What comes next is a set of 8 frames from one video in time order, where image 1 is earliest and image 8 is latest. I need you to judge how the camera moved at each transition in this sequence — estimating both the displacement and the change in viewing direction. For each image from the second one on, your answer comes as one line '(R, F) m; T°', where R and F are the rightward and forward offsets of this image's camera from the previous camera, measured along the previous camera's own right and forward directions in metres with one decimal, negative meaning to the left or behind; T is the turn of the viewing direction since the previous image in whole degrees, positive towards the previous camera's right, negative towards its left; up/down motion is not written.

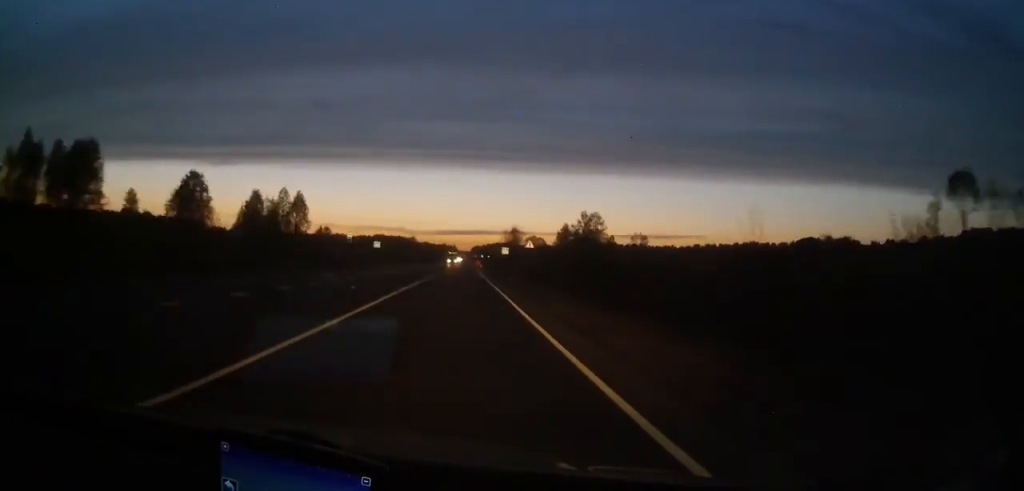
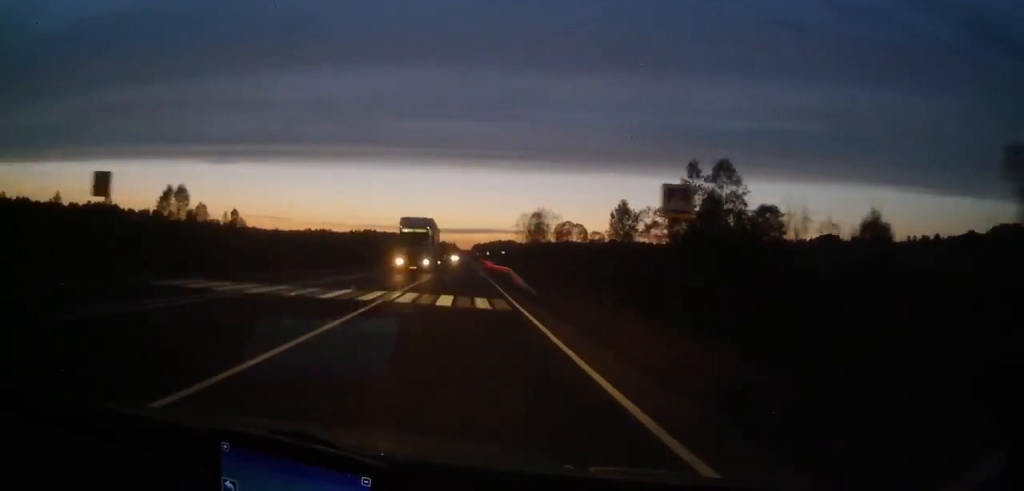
(+0.1, +73.8) m; 0°
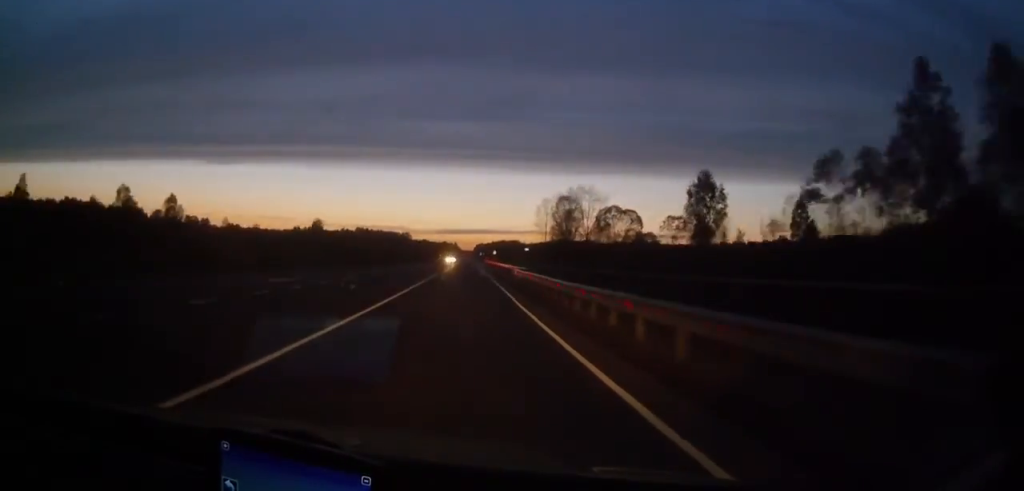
(-0.3, +44.4) m; 0°
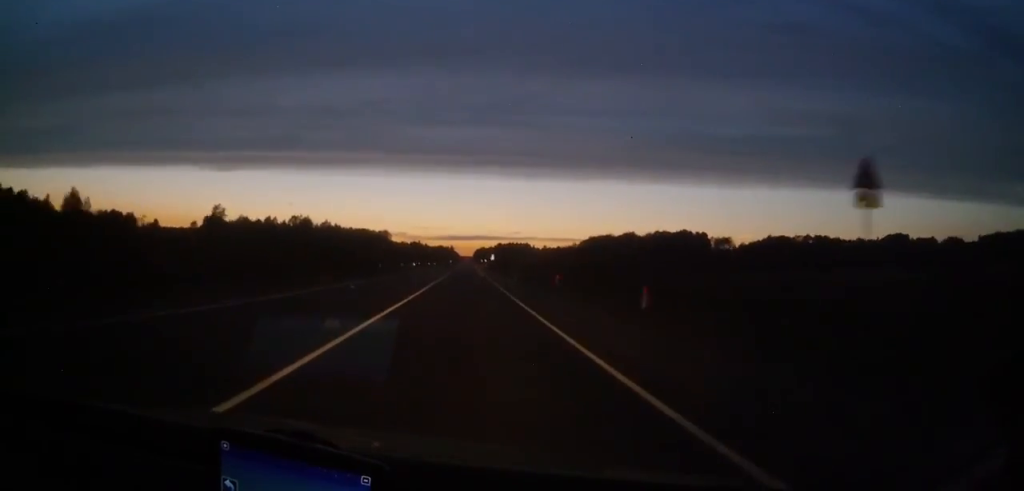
(-0.2, +187.4) m; 0°
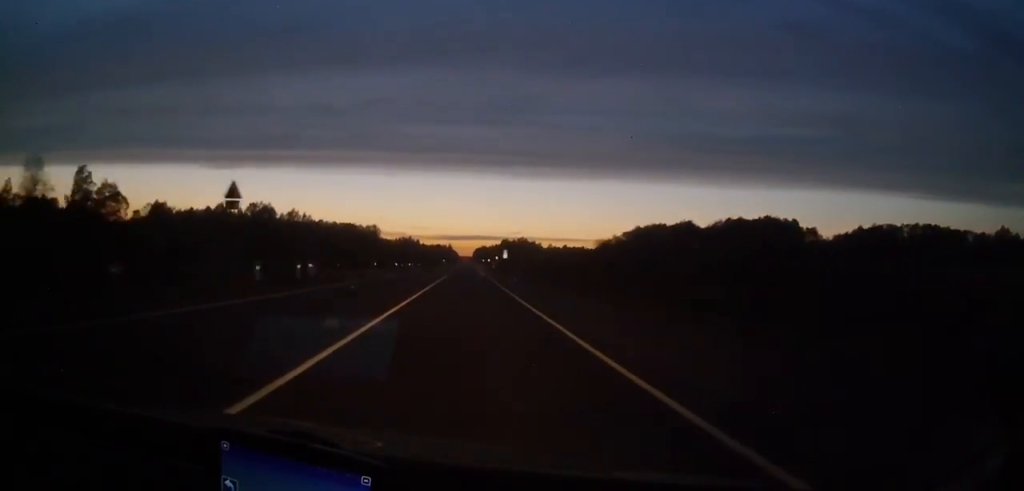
(-0.1, +63.5) m; 0°
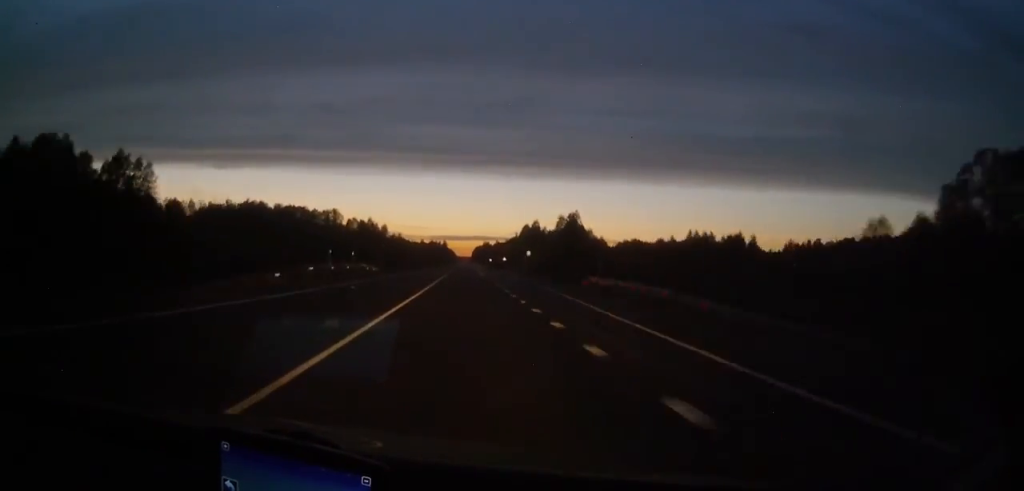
(+0.3, +140.2) m; 0°
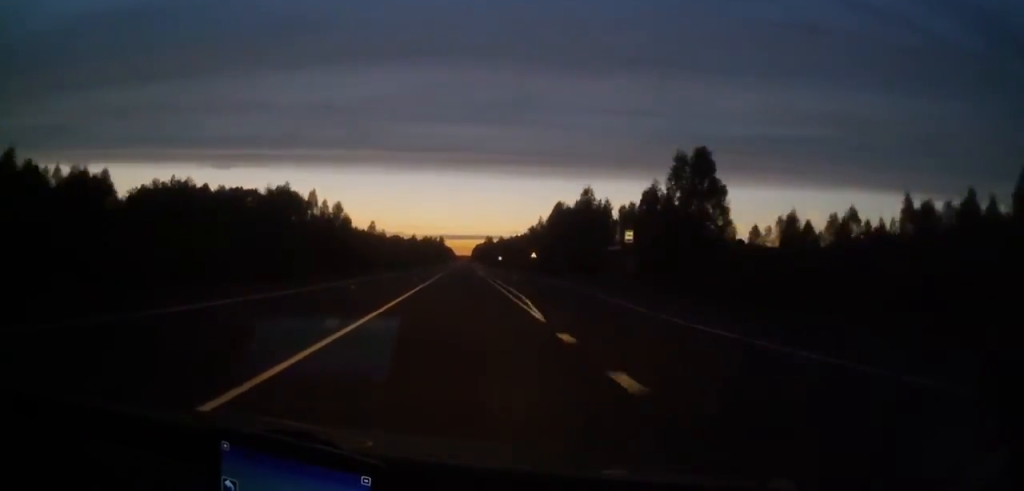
(0.0, +77.2) m; 0°
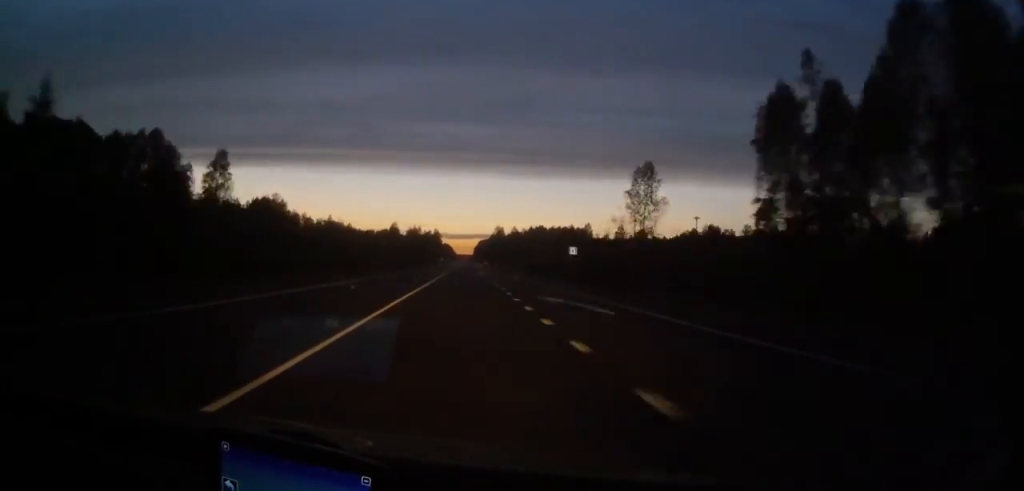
(+0.3, +125.6) m; 0°
